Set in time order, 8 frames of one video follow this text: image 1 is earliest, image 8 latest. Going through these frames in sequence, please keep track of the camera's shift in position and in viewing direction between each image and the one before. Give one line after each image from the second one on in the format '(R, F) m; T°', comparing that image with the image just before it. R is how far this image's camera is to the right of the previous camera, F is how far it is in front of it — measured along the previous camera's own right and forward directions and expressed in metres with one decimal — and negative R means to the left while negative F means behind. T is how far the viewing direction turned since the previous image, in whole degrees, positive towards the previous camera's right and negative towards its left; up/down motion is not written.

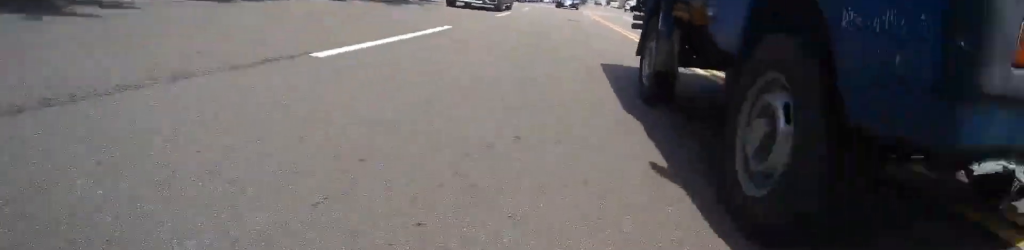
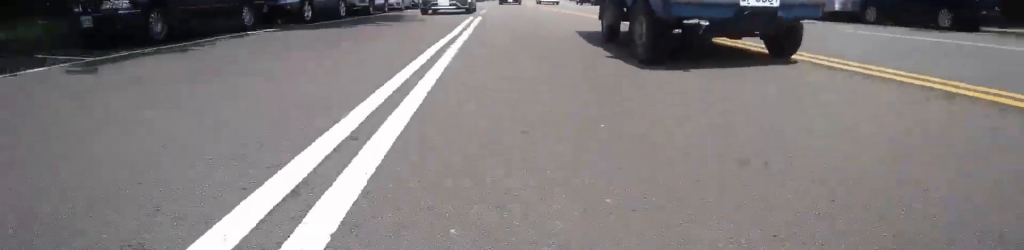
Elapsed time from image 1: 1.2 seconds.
(+0.1, +15.3) m; 0°
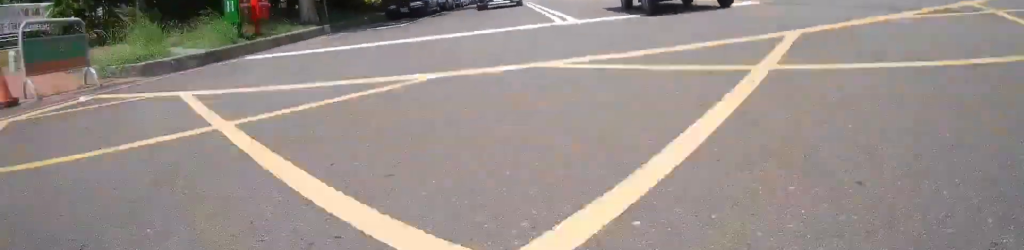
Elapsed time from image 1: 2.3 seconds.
(+0.1, +14.3) m; +1°
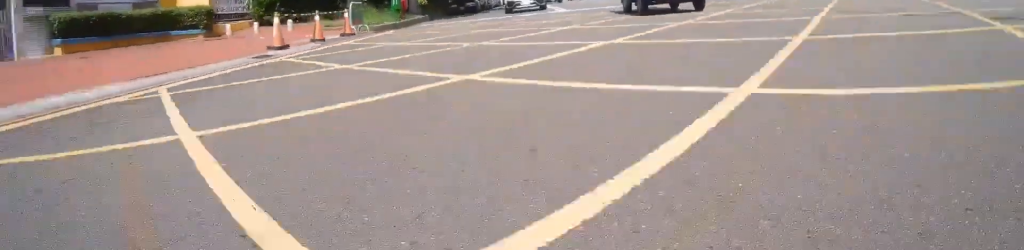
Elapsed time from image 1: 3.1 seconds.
(+0.1, +9.4) m; 0°
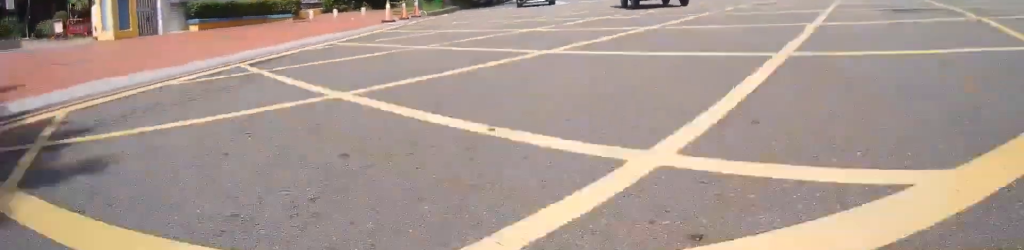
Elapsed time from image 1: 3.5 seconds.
(-0.1, +6.3) m; -1°
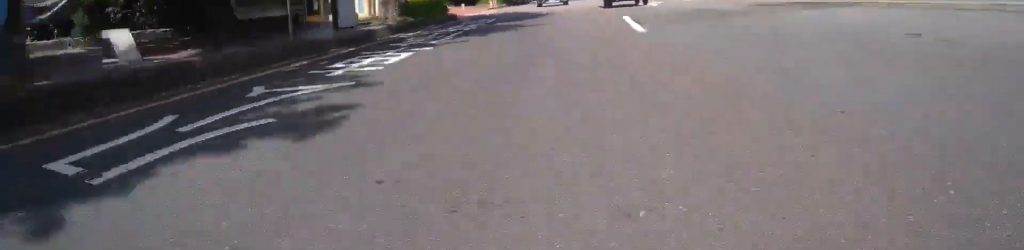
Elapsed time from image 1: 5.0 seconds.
(-0.2, +20.5) m; -1°
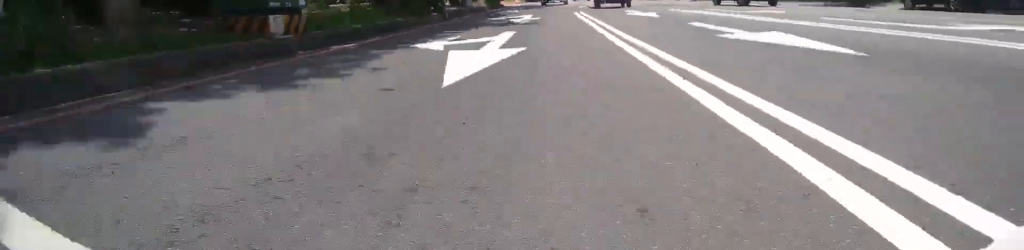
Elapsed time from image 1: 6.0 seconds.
(0.0, +15.4) m; 0°
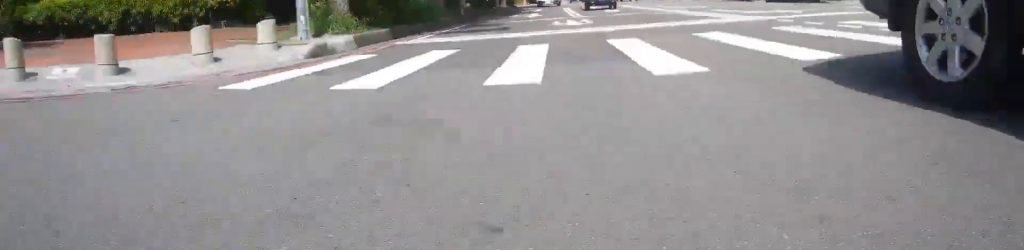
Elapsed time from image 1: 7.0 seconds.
(0.0, +14.5) m; -1°
